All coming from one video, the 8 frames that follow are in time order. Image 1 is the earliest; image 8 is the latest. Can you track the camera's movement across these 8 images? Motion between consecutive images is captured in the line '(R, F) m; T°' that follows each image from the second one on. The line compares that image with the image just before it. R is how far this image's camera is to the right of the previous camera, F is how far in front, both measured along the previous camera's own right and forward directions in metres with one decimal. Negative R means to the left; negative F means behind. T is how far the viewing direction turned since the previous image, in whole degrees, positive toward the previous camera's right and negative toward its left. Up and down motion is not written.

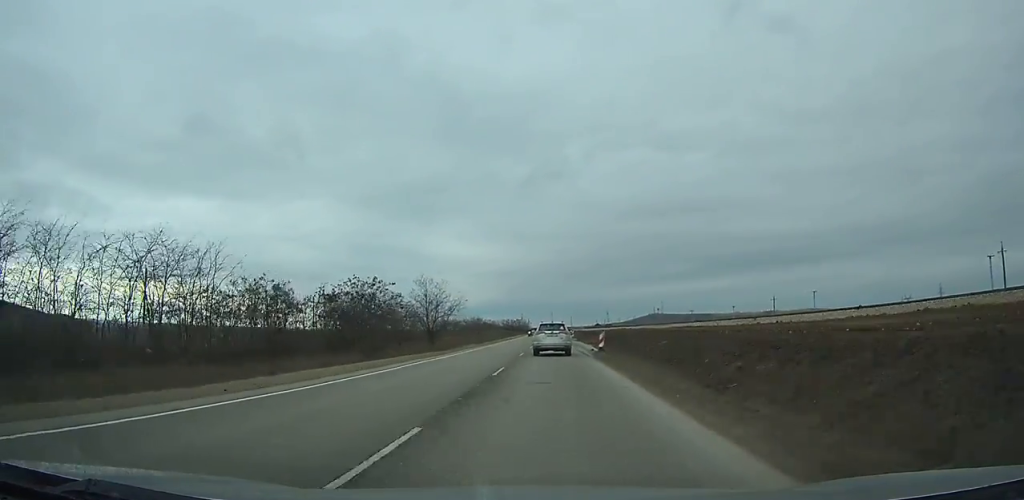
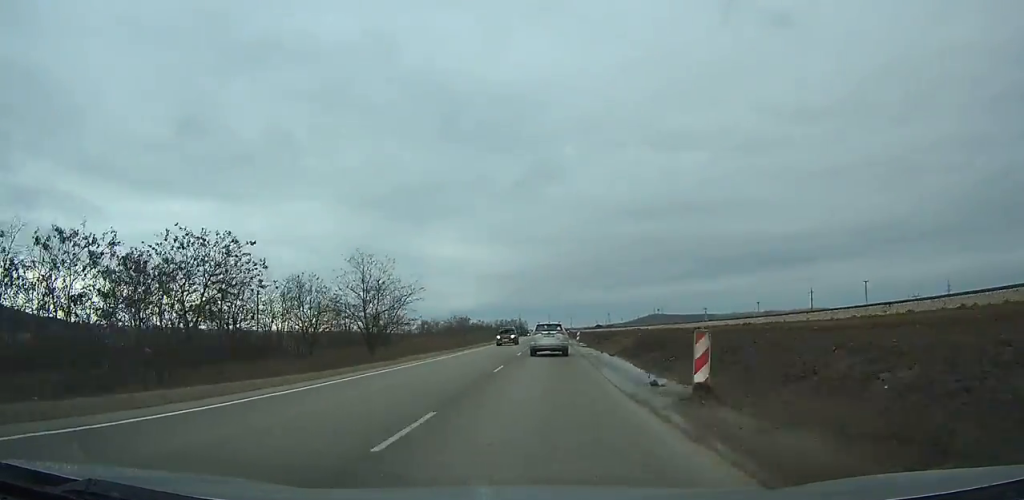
(-0.1, +22.3) m; 0°
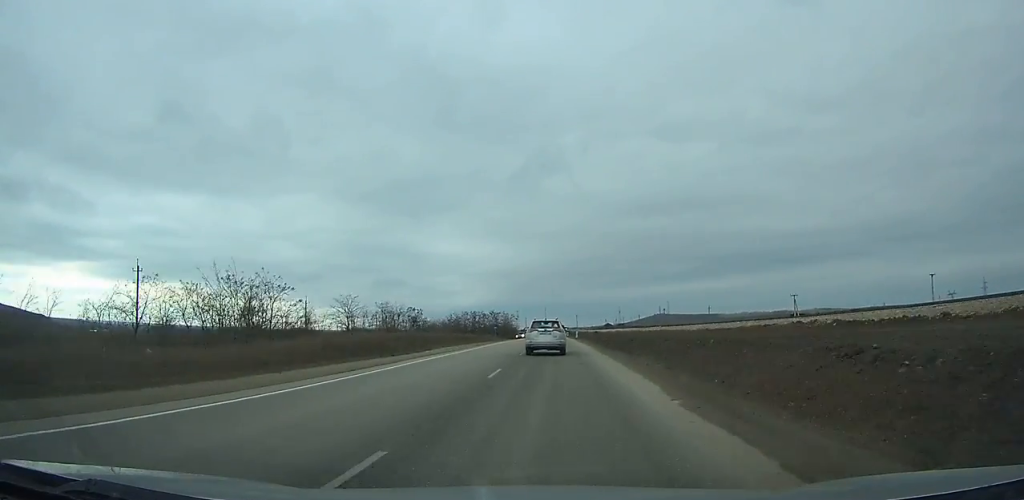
(0.0, +73.3) m; 0°
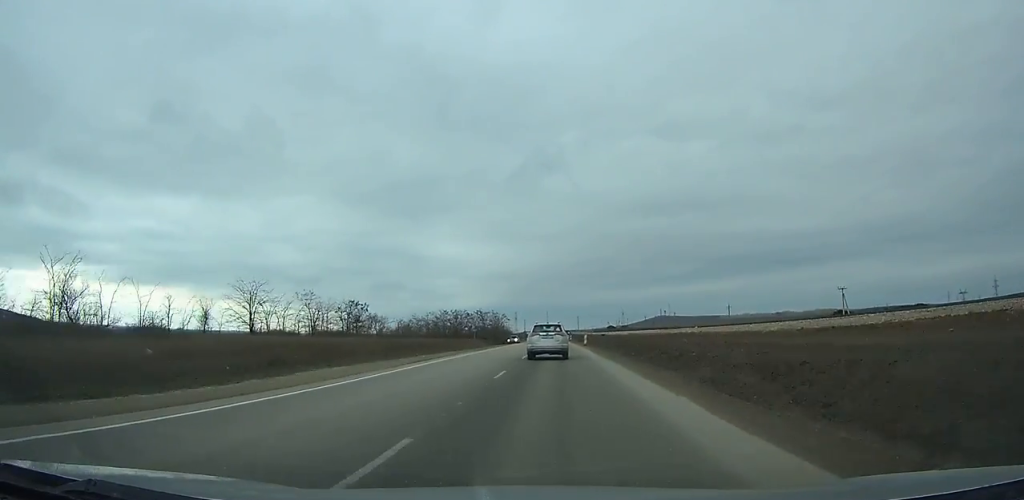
(0.0, +22.8) m; 0°
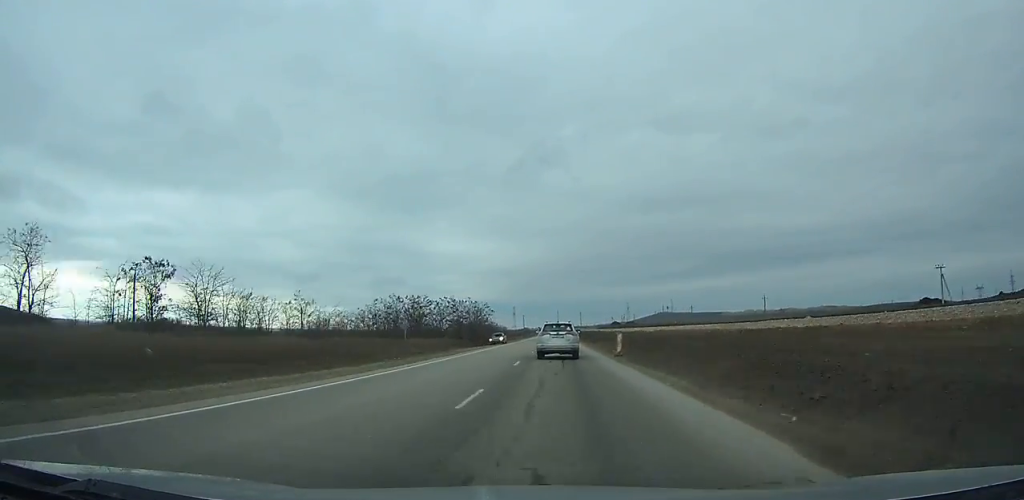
(0.0, +30.3) m; 0°
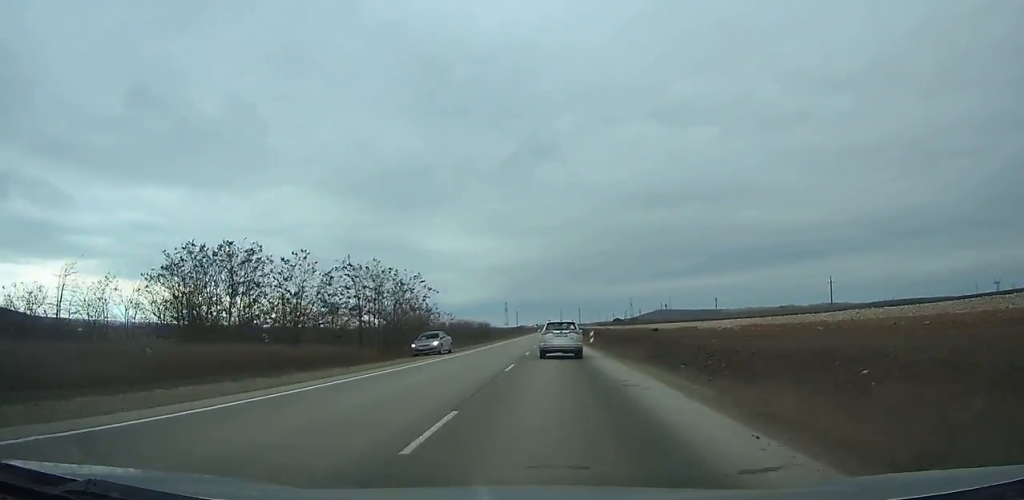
(0.0, +39.0) m; 0°
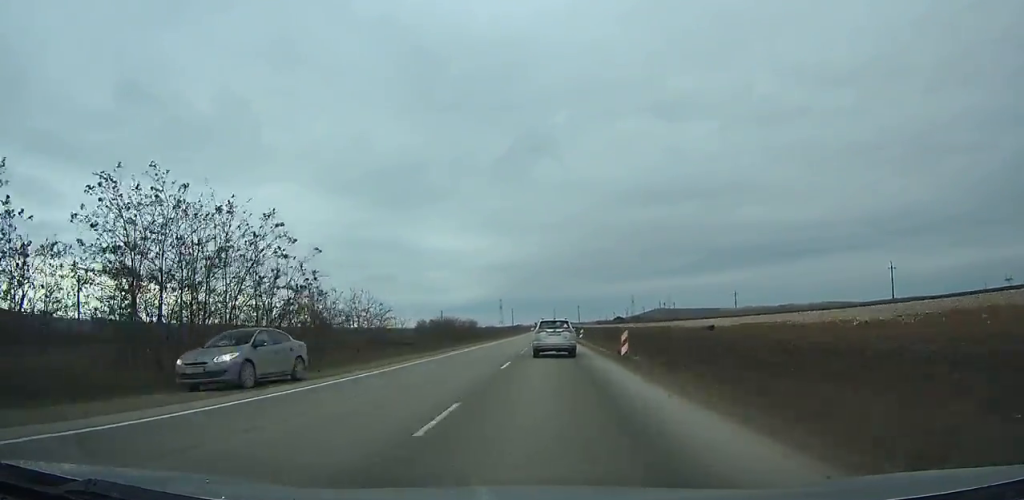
(+0.1, +22.7) m; 0°
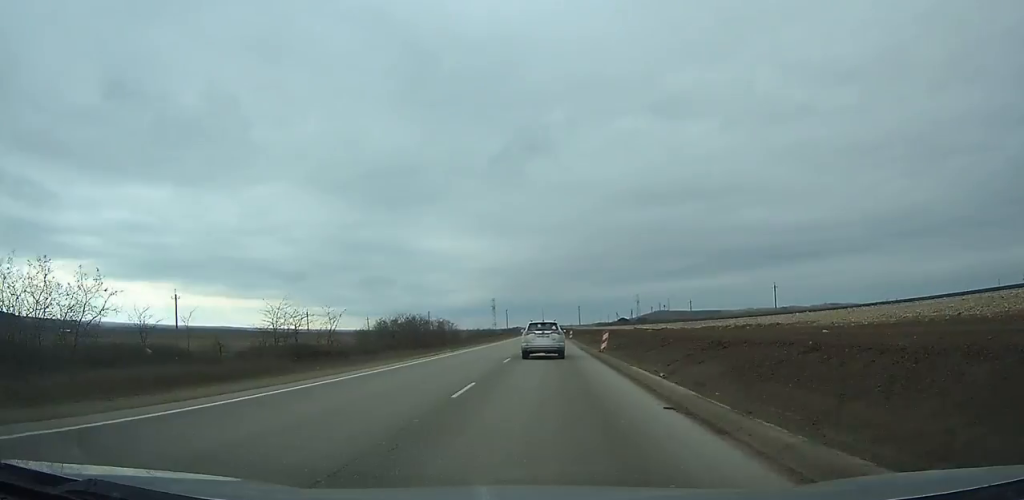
(0.0, +31.6) m; 0°
